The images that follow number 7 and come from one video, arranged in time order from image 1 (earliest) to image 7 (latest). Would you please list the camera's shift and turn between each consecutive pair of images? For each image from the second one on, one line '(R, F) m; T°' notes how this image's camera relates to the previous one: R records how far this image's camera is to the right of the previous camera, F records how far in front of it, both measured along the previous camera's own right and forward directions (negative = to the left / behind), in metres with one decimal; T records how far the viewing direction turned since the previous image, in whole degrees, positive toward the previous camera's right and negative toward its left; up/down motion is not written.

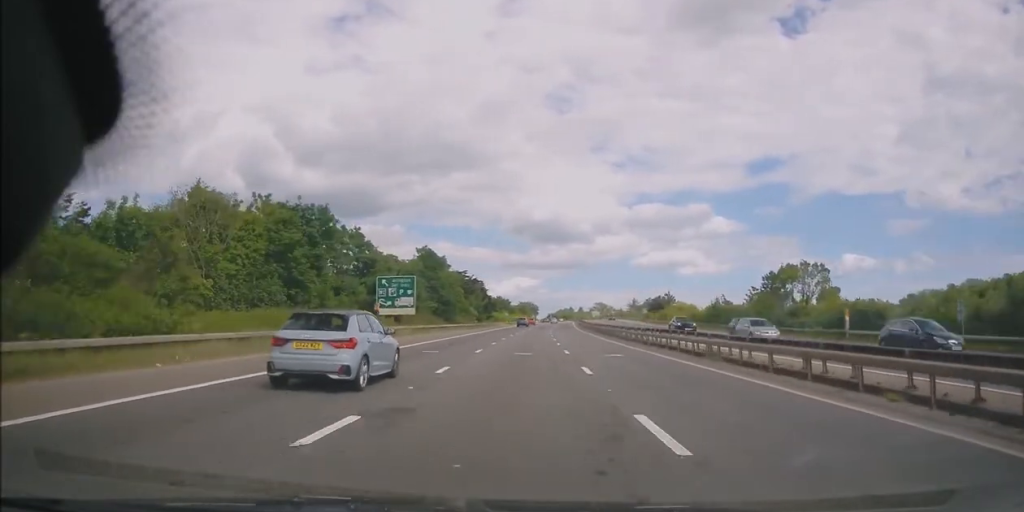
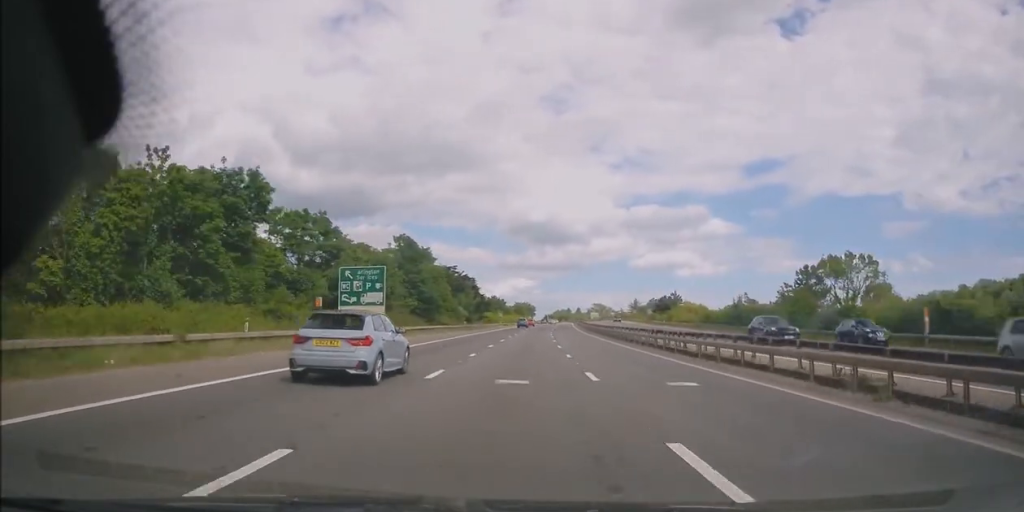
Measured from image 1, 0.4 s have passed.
(0.0, +10.6) m; +1°
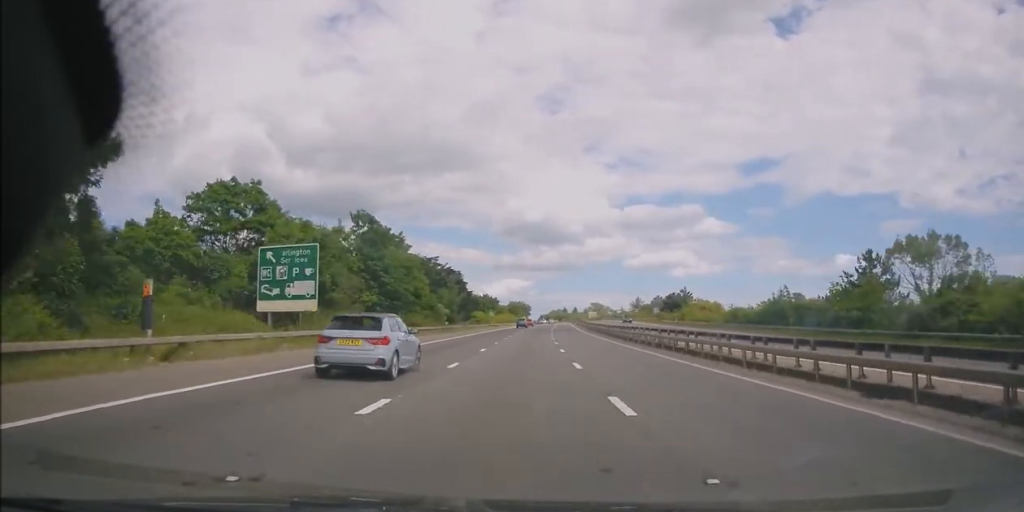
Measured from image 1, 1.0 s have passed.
(+0.3, +13.7) m; 0°
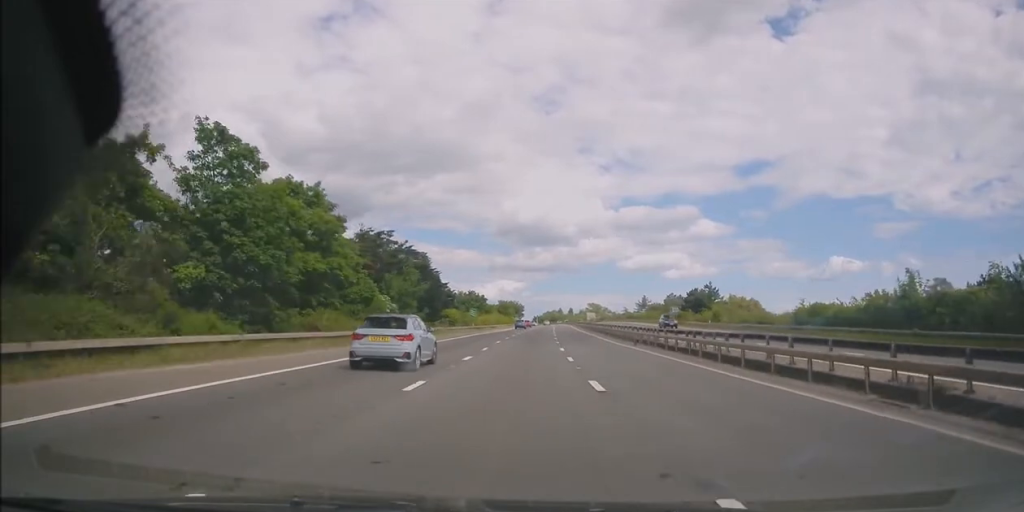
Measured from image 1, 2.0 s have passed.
(-0.1, +23.4) m; 0°
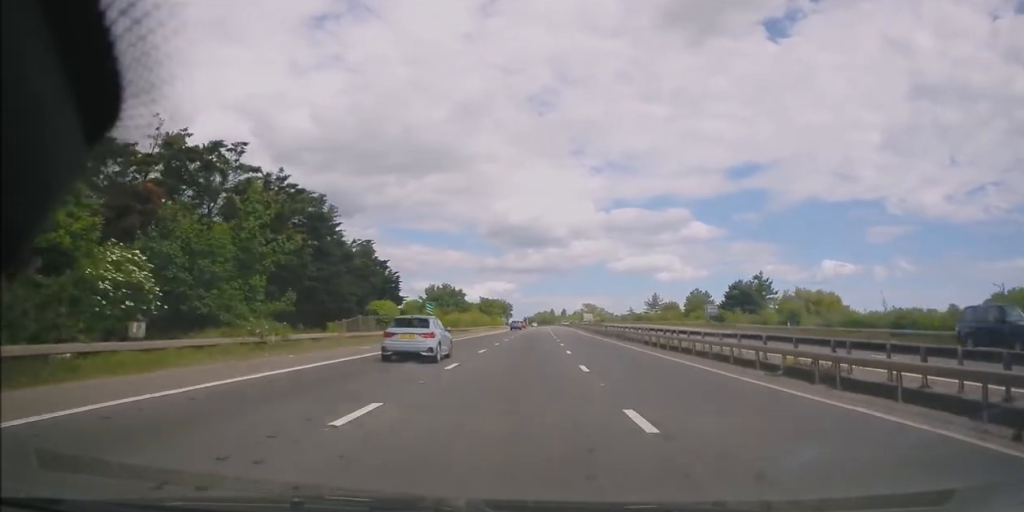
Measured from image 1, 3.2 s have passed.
(+0.4, +29.0) m; +1°
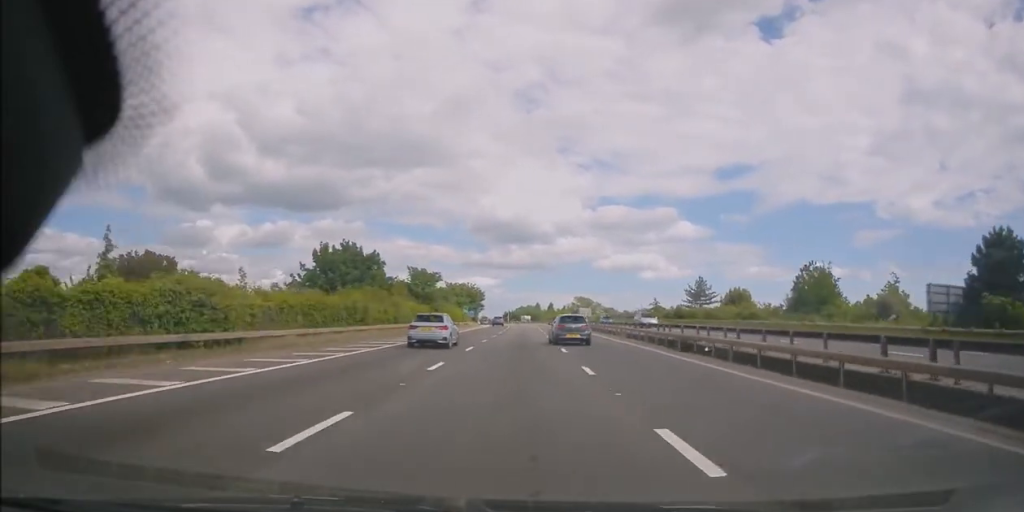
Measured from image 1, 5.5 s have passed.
(-0.5, +54.9) m; +1°
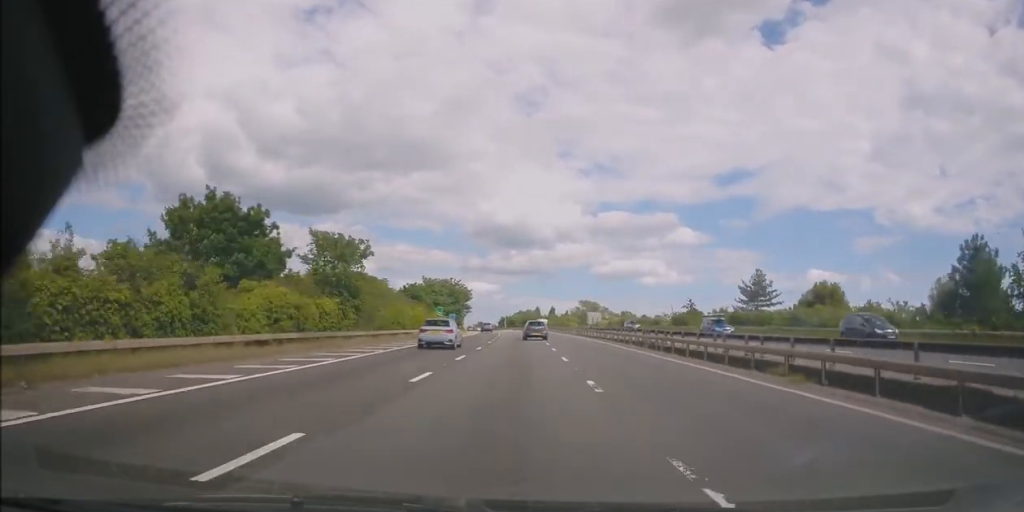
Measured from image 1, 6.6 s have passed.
(+0.7, +27.1) m; 0°
